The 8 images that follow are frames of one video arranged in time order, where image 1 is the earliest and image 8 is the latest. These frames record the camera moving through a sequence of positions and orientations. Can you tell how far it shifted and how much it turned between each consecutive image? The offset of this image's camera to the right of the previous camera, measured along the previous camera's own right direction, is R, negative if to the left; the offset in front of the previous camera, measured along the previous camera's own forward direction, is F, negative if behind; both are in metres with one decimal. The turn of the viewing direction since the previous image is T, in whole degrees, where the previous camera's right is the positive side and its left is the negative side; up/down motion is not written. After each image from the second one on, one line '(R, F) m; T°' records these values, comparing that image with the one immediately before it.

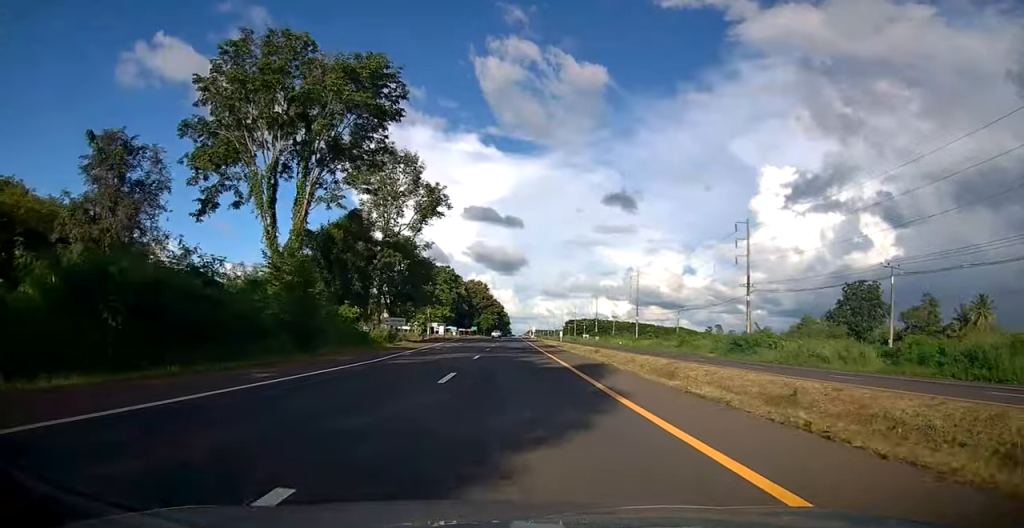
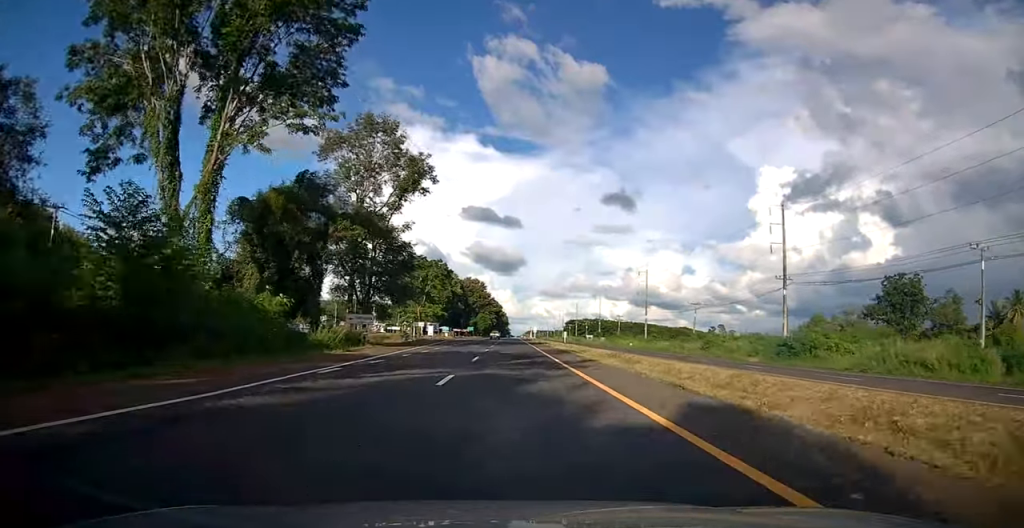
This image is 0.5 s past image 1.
(-0.1, +12.4) m; 0°
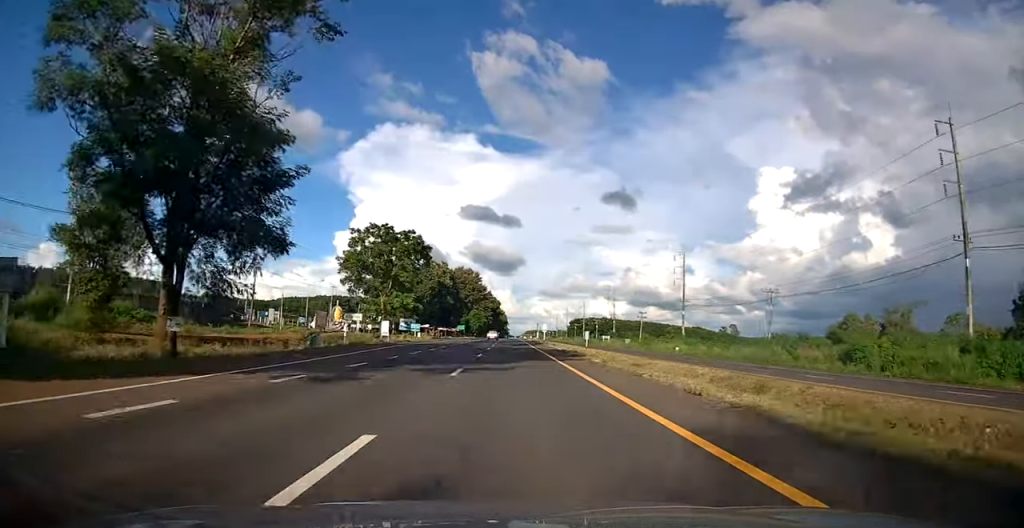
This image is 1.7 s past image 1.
(0.0, +33.1) m; 0°
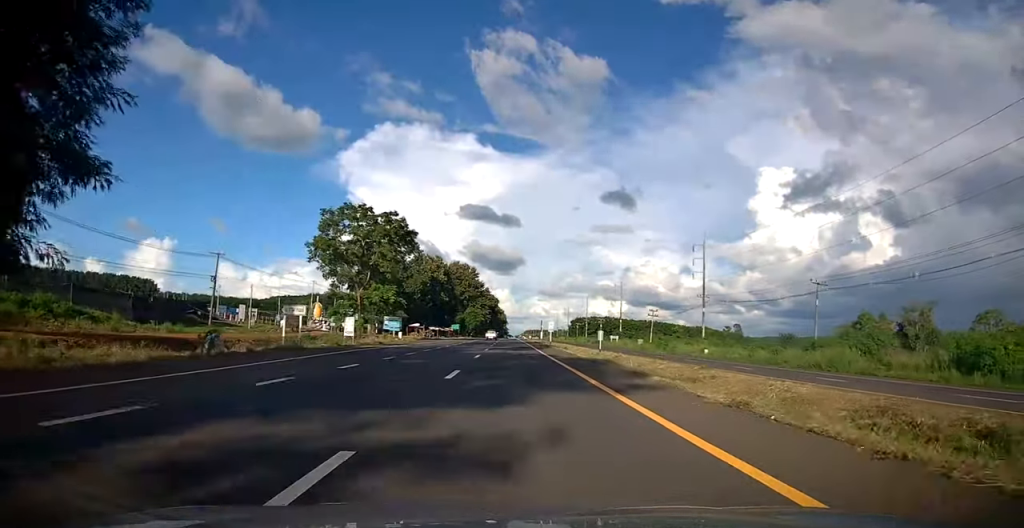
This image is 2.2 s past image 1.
(0.0, +12.8) m; 0°
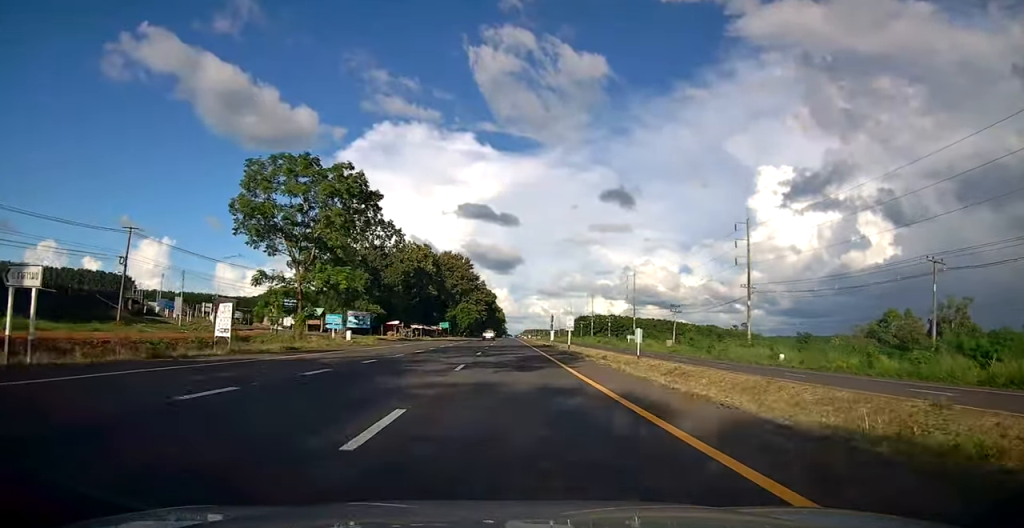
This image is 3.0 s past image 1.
(0.0, +21.2) m; 0°
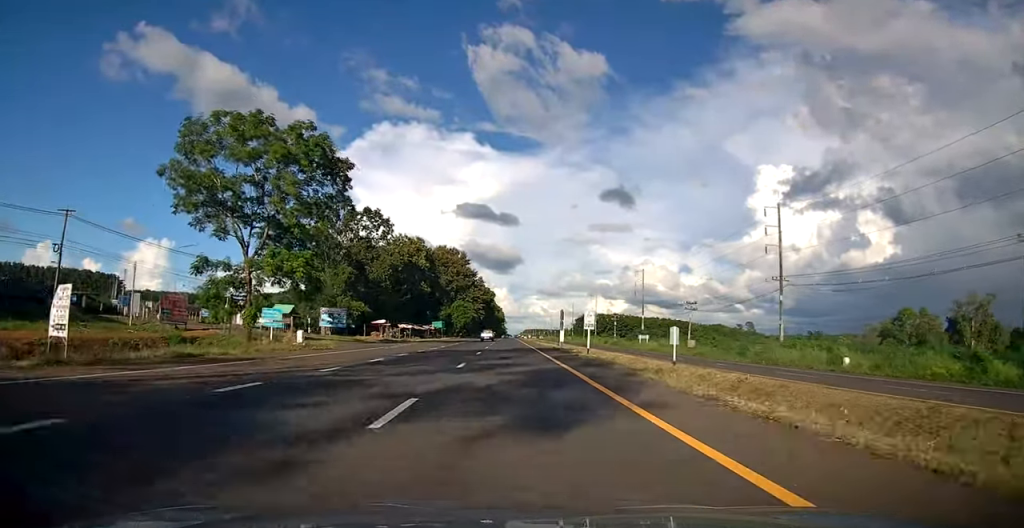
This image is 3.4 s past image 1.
(0.0, +10.6) m; 0°
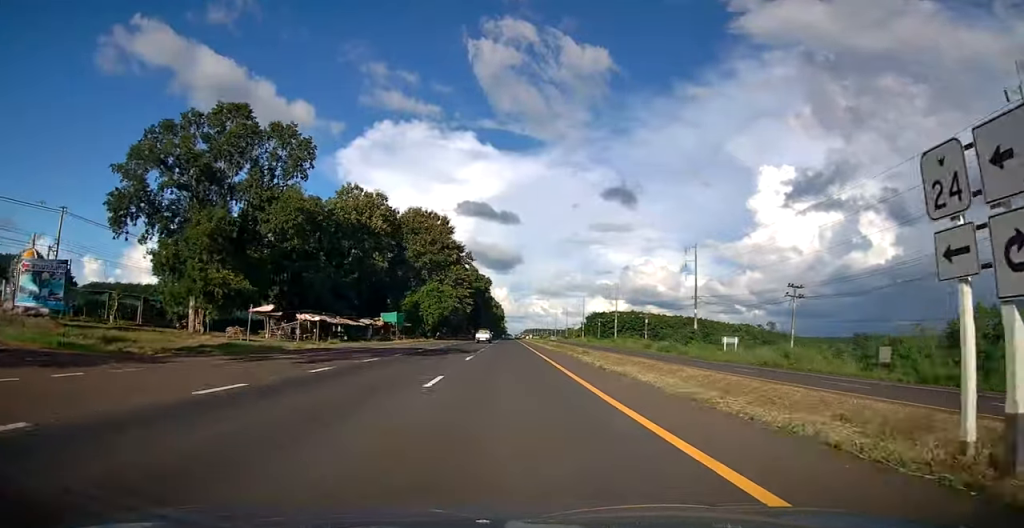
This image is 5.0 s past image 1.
(+0.1, +42.3) m; 0°
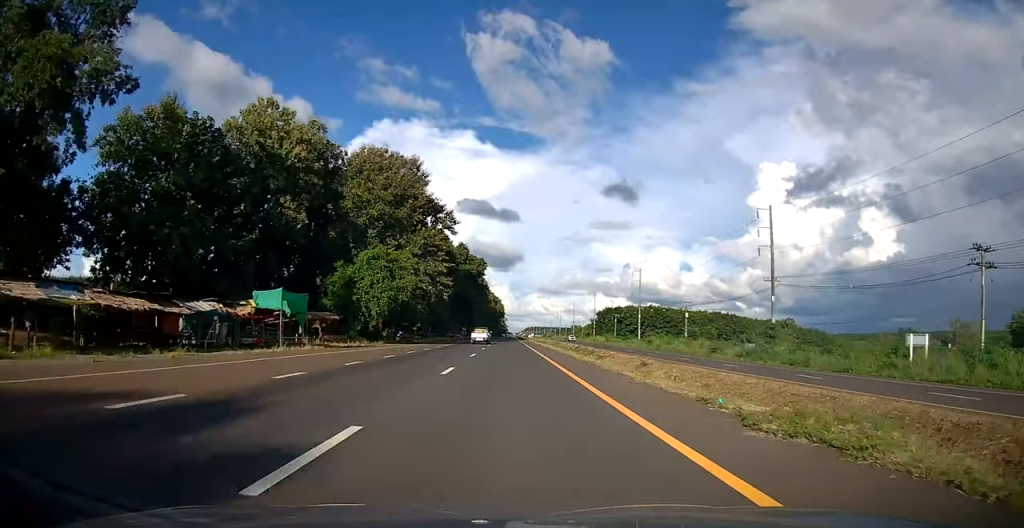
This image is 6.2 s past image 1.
(+0.2, +32.2) m; +1°
